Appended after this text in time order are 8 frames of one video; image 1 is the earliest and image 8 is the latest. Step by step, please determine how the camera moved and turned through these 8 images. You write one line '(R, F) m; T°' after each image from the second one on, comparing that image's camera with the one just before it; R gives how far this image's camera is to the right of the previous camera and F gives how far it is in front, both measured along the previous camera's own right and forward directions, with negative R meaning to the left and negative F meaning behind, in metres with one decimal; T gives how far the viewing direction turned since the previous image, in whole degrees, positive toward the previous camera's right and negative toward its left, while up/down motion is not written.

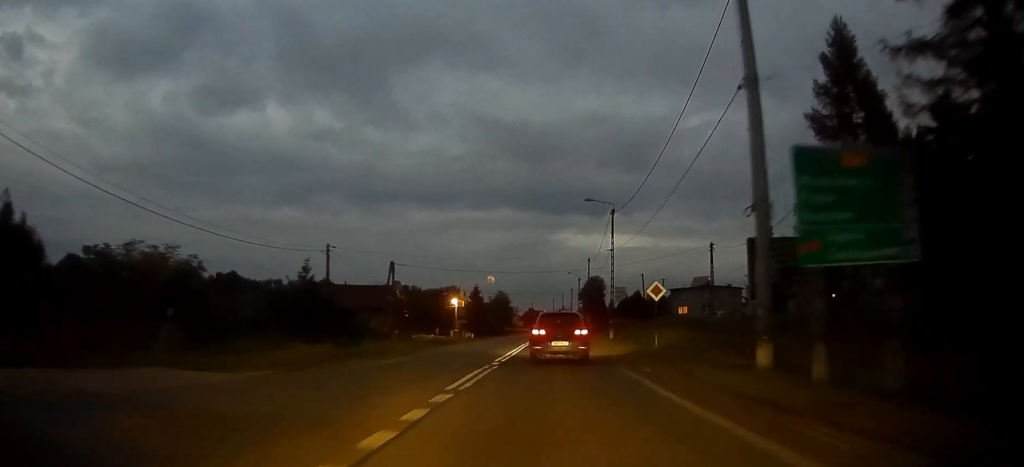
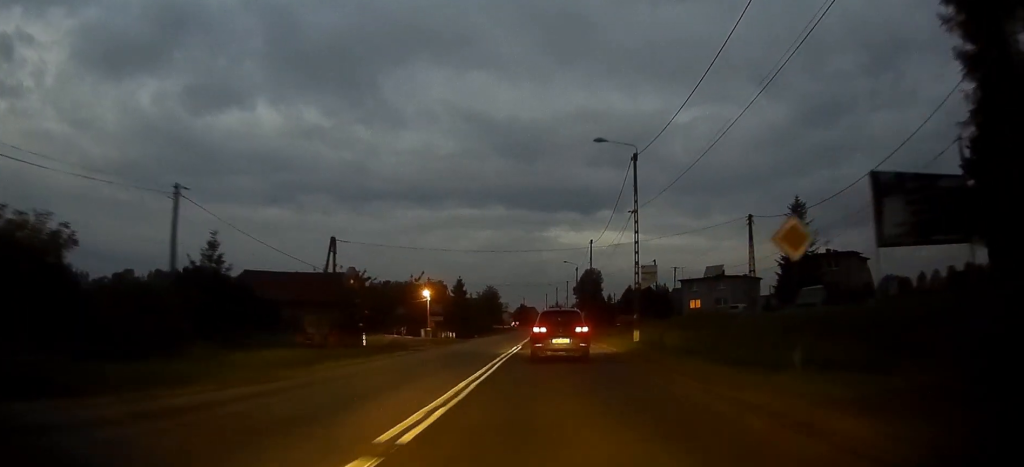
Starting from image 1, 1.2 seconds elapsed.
(0.0, +16.0) m; +1°
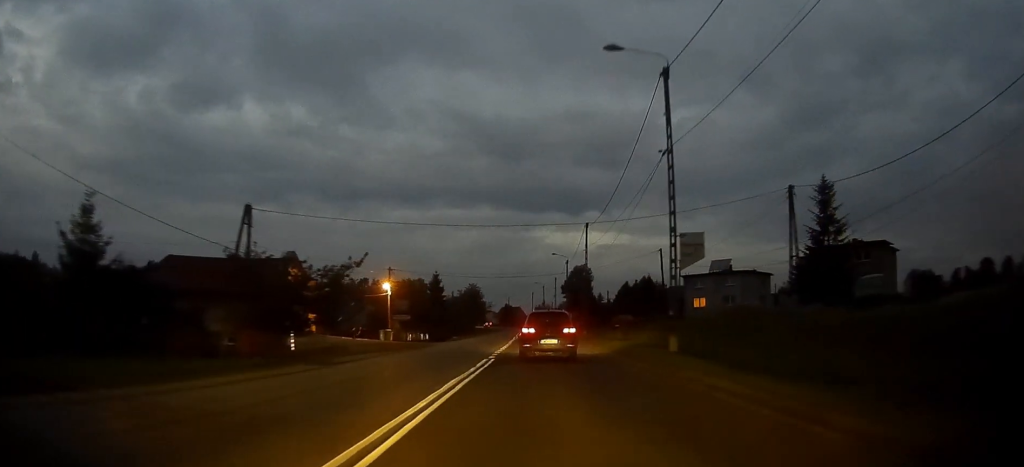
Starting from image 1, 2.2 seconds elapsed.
(+0.1, +12.5) m; +1°
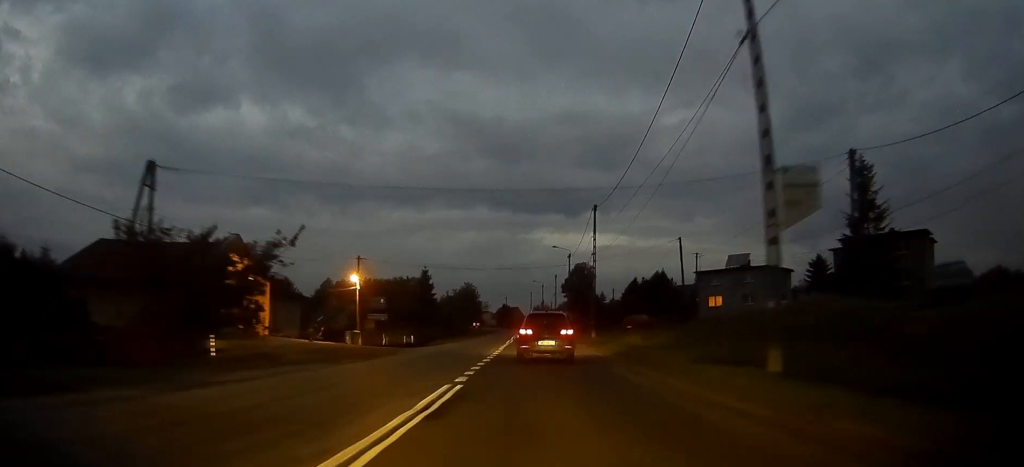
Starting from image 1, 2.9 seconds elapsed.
(+0.1, +9.7) m; +1°
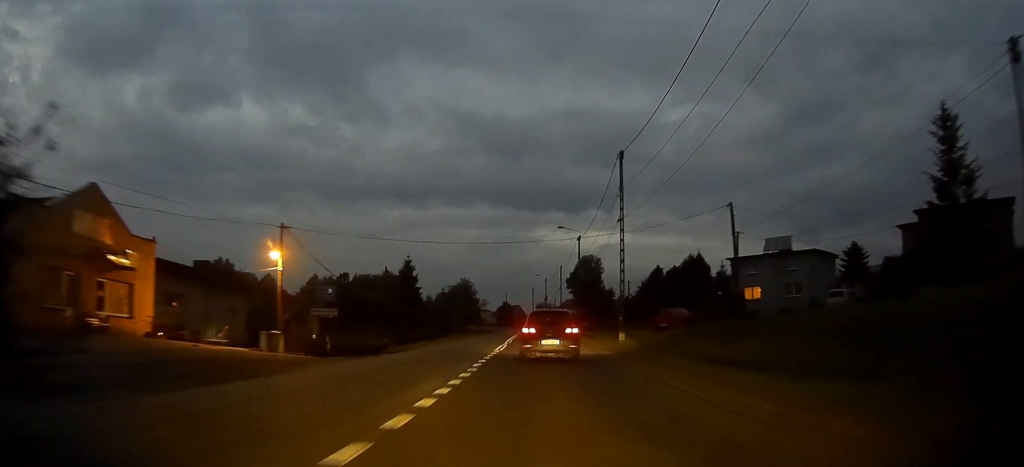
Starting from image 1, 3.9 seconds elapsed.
(+0.1, +14.8) m; 0°
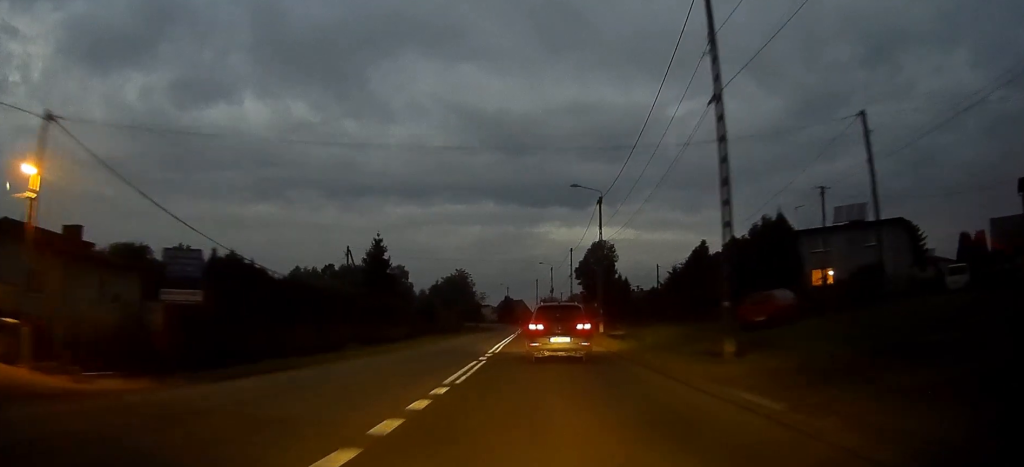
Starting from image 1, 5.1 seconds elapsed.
(0.0, +18.2) m; 0°
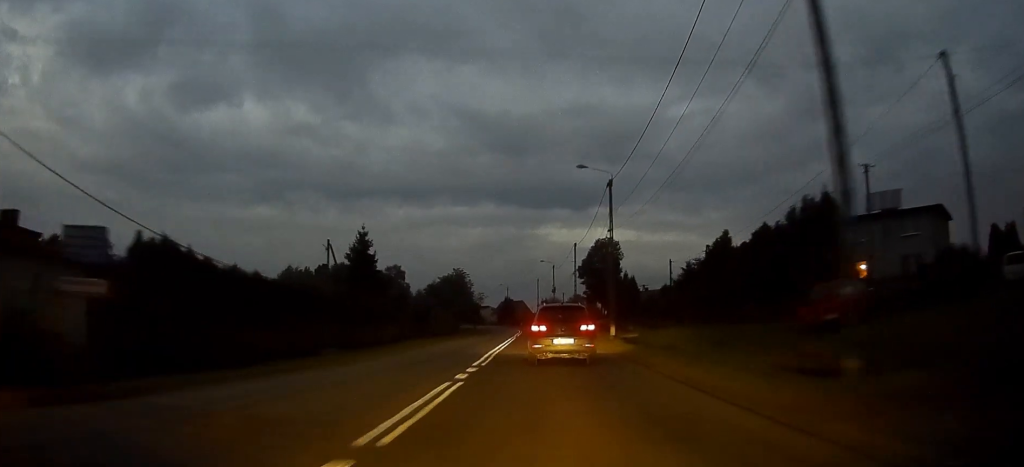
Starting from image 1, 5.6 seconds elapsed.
(0.0, +6.4) m; 0°
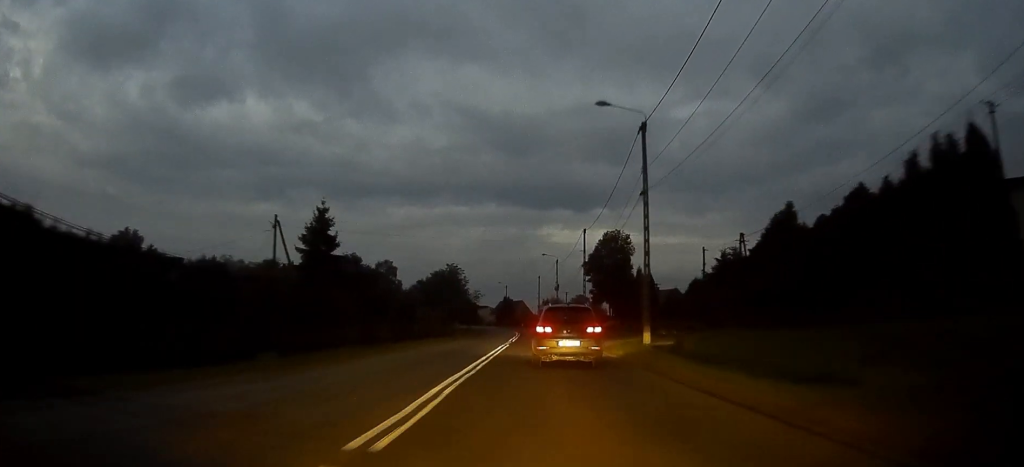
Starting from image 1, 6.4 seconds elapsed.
(0.0, +12.8) m; 0°
